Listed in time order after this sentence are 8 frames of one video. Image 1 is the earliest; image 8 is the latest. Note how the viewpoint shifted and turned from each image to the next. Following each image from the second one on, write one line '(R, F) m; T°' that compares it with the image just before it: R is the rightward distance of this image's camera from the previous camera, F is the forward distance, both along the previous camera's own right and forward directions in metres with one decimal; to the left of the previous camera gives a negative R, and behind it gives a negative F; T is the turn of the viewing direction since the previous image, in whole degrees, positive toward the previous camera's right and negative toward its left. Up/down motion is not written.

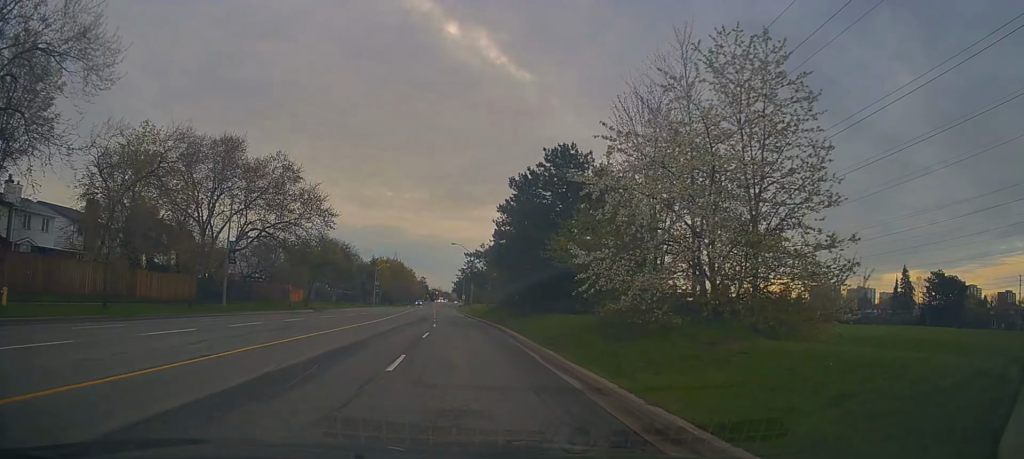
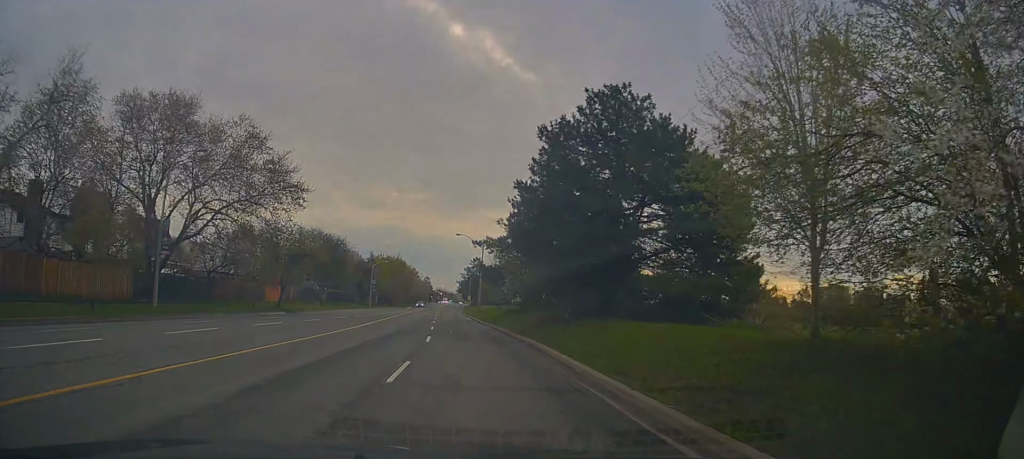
(-0.3, +10.5) m; -3°
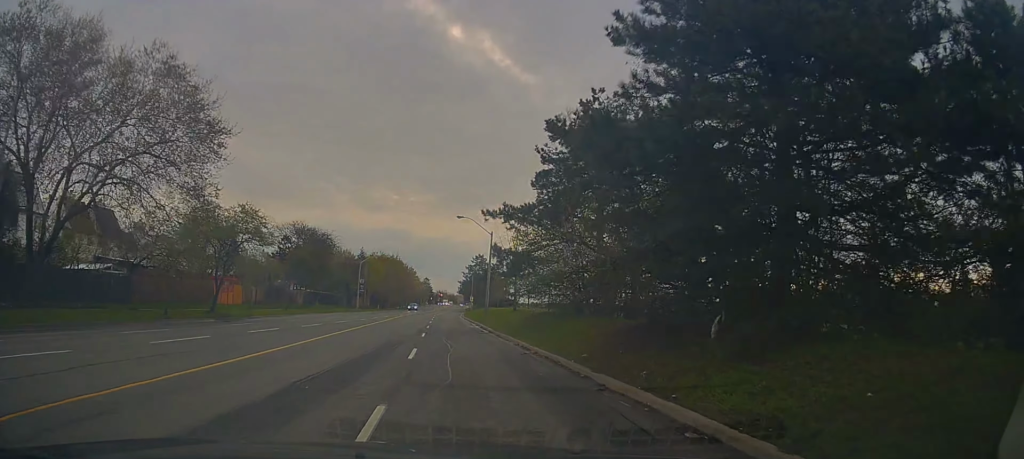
(-0.4, +13.6) m; -2°
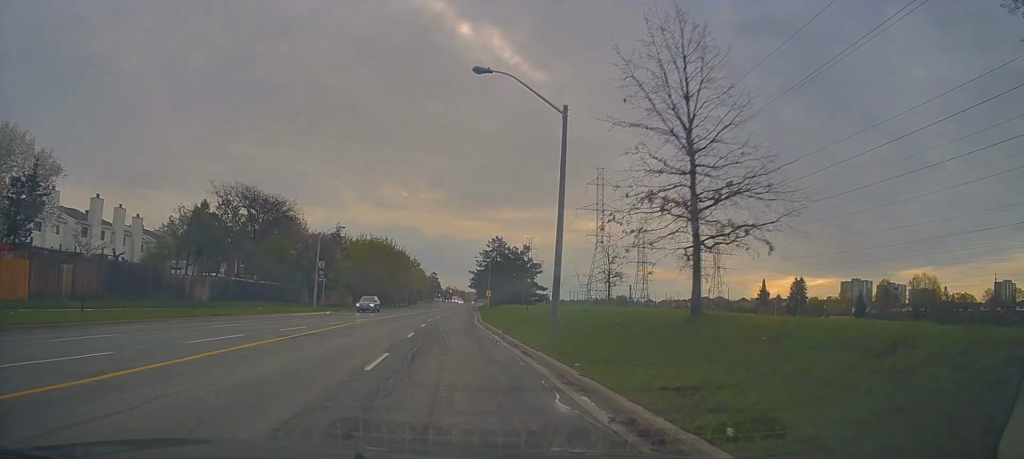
(+1.1, +29.8) m; +1°
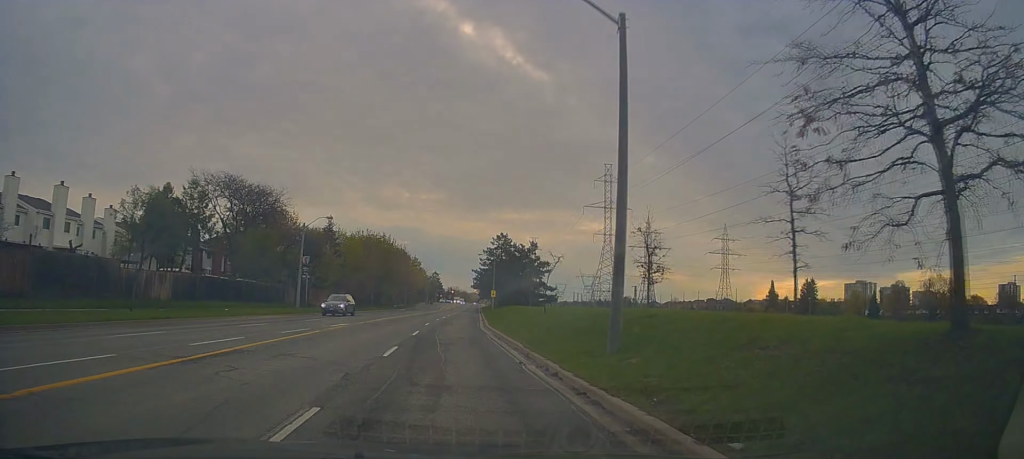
(-0.4, +6.7) m; -1°
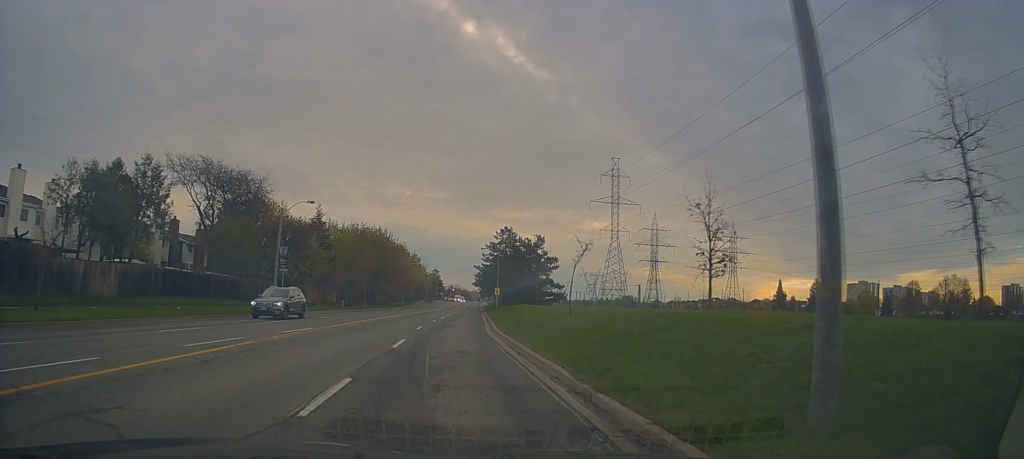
(-0.1, +6.1) m; 0°
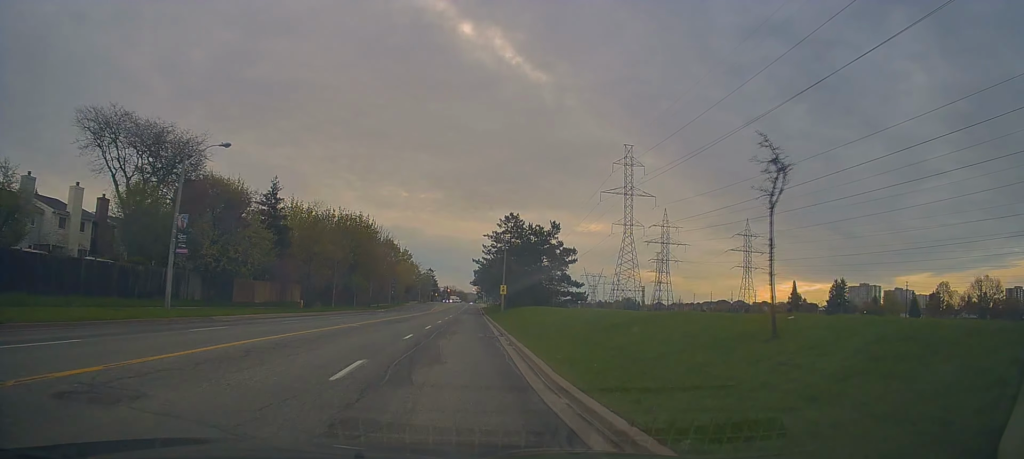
(+0.5, +15.7) m; +1°
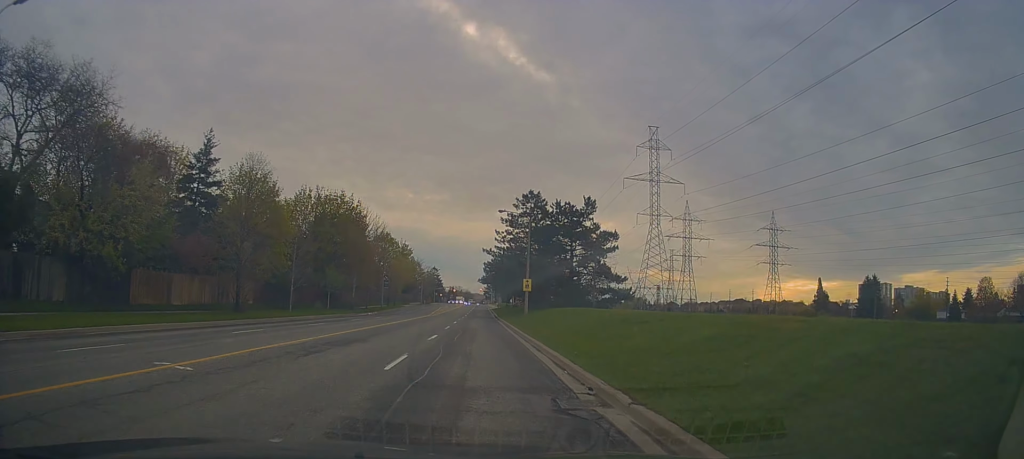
(-0.3, +15.6) m; -1°
